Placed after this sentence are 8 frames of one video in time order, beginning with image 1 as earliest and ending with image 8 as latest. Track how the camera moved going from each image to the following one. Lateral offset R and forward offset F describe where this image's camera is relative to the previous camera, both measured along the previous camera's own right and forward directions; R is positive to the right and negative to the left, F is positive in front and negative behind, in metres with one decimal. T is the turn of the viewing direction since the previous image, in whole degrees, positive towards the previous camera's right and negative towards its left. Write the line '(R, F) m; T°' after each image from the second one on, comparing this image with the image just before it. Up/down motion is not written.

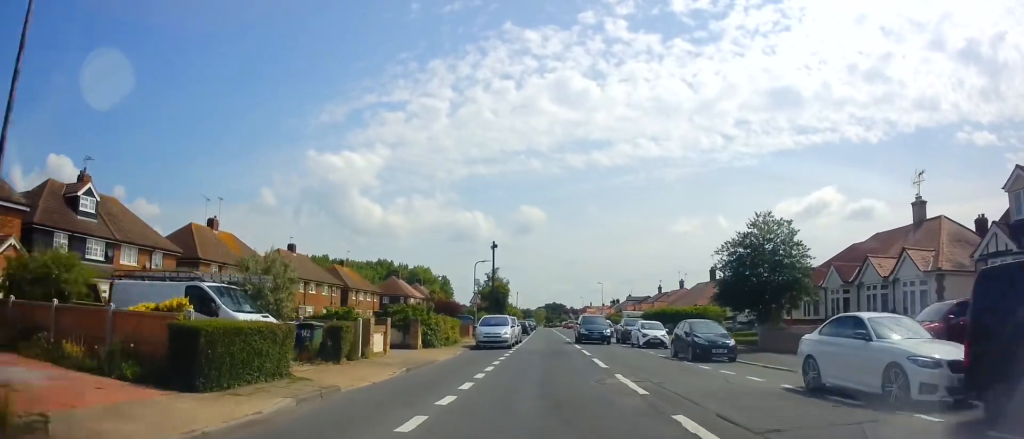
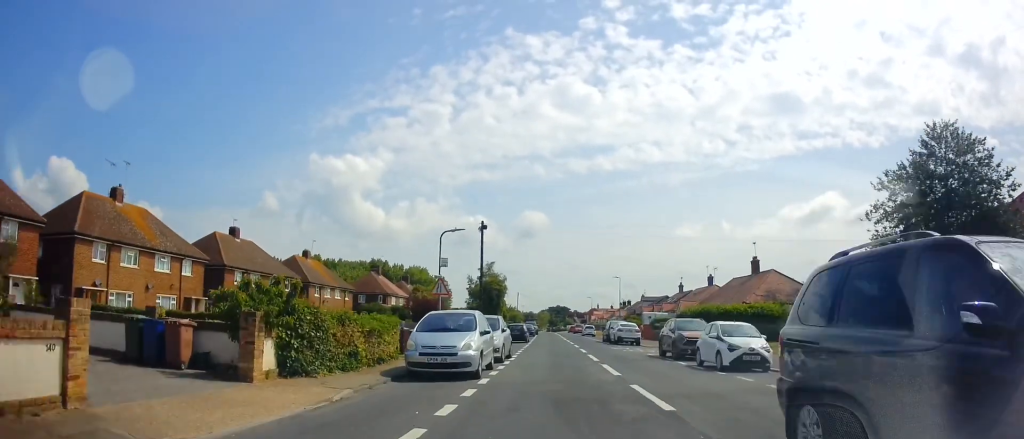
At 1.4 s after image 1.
(-0.3, +13.5) m; -3°
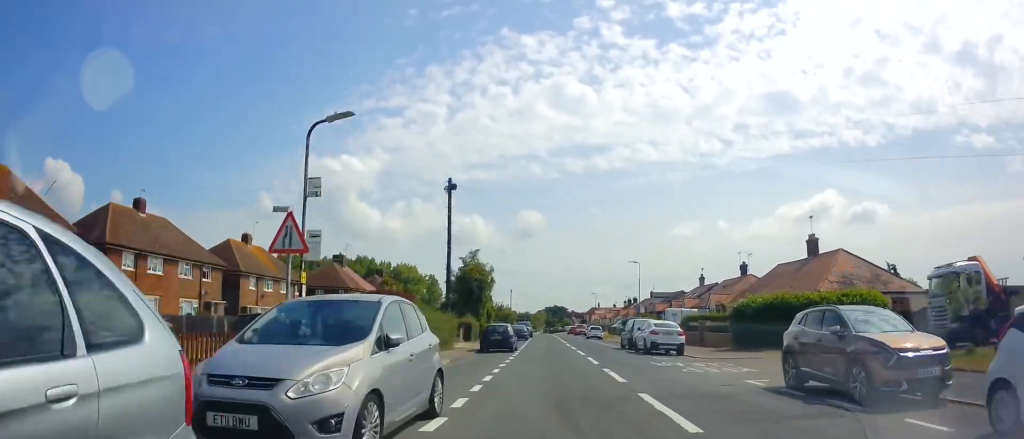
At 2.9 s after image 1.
(+0.3, +14.1) m; +3°
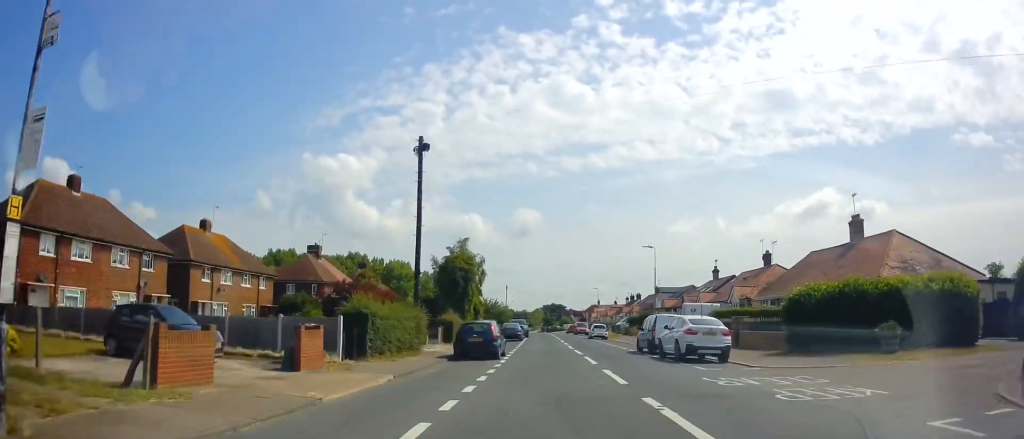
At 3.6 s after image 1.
(+0.2, +6.7) m; 0°
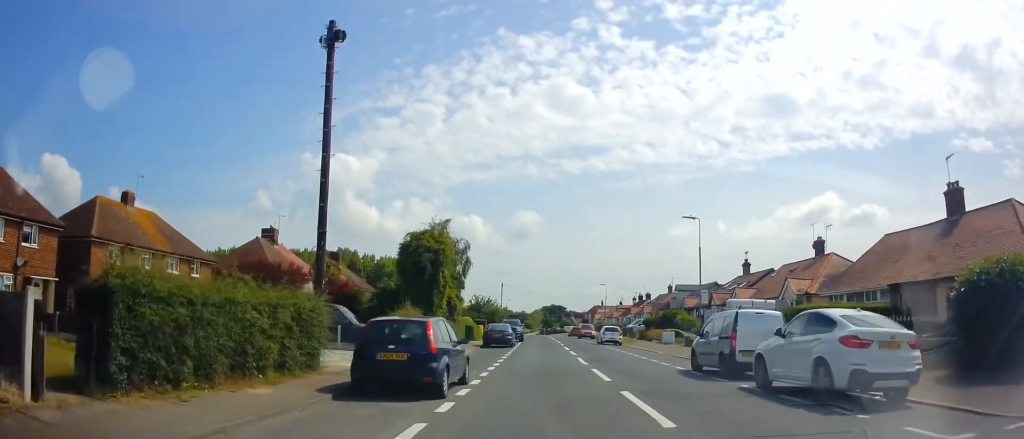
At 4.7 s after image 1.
(-0.4, +10.9) m; -2°
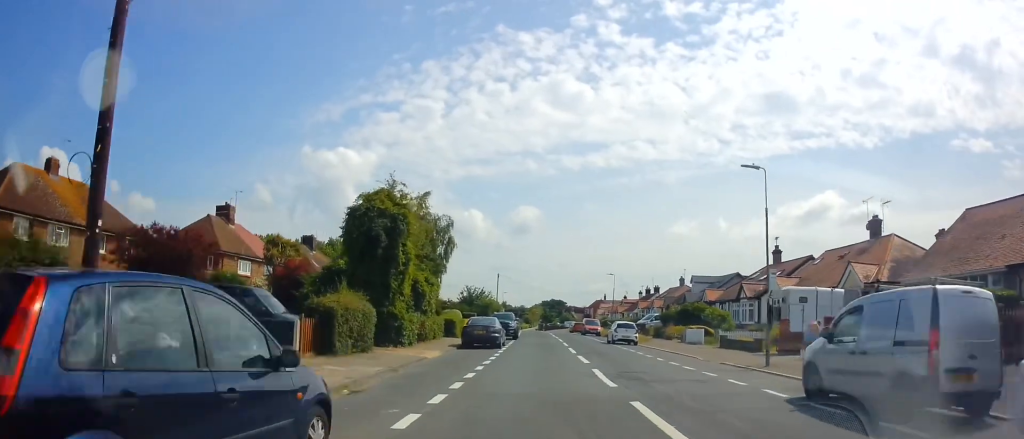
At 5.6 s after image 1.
(-0.1, +8.4) m; +2°
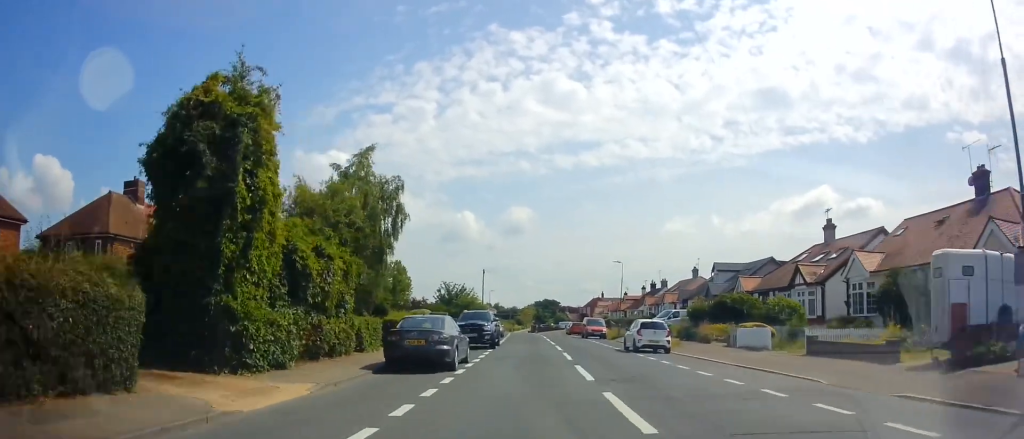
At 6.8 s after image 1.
(+0.6, +11.2) m; +2°
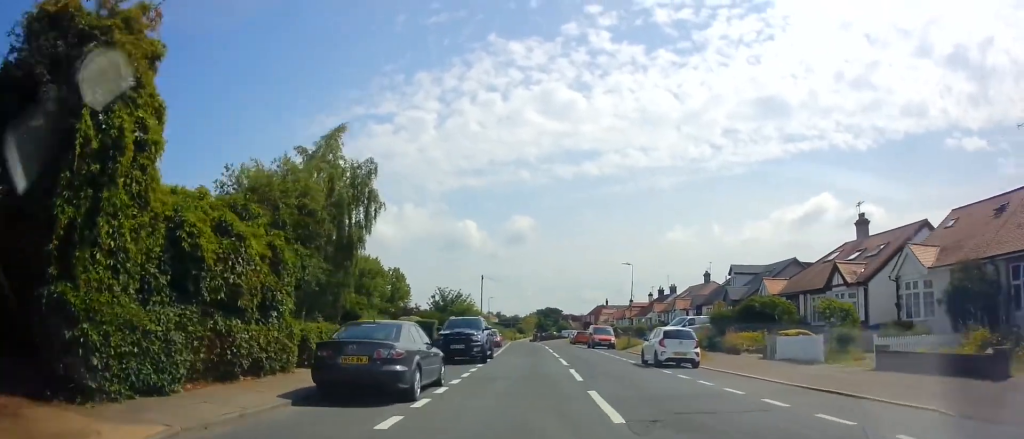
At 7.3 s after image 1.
(+0.1, +4.1) m; -2°
